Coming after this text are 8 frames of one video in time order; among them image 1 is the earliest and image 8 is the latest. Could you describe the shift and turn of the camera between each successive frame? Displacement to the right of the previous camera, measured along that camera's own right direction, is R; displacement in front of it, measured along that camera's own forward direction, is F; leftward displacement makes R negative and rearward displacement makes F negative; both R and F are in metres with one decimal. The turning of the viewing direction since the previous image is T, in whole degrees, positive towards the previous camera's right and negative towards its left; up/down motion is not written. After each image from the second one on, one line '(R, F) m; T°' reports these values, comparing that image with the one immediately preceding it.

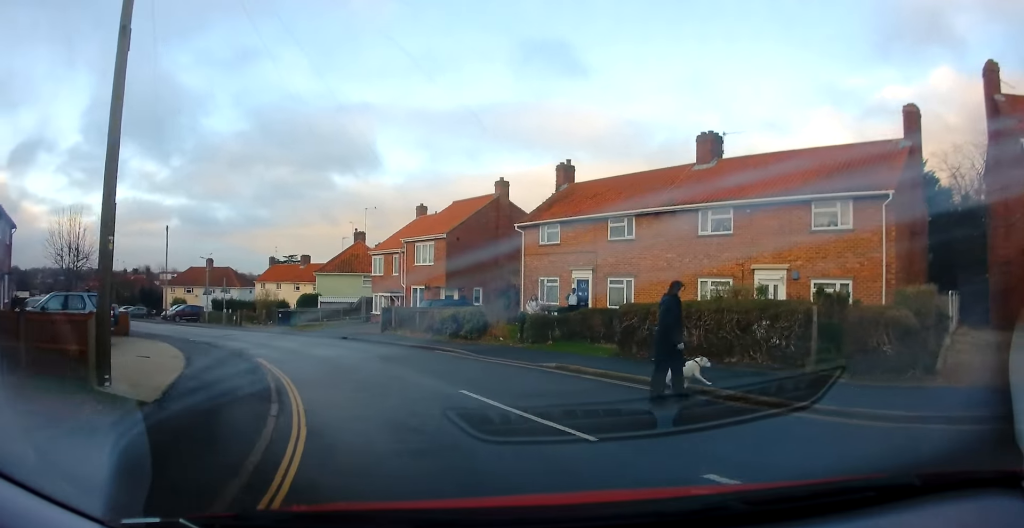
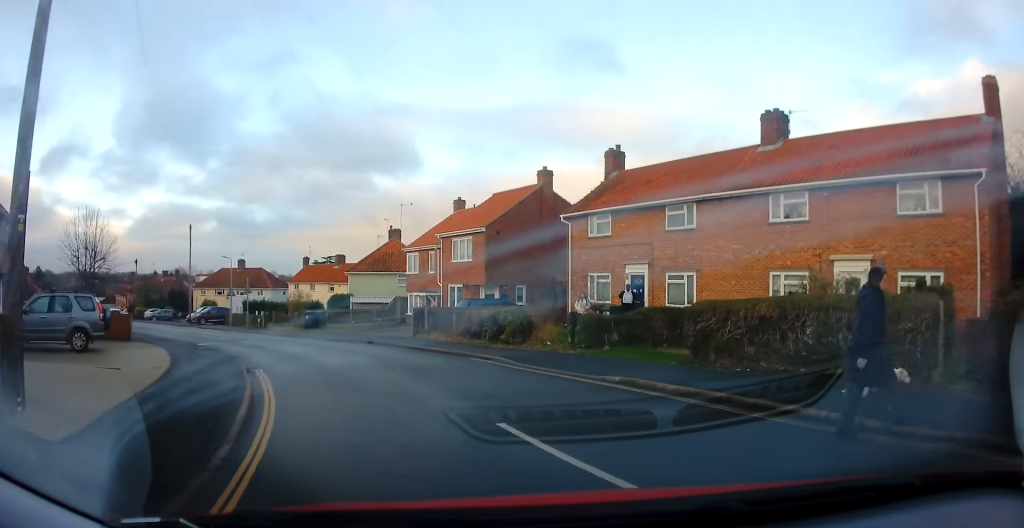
(-0.1, +2.6) m; -4°
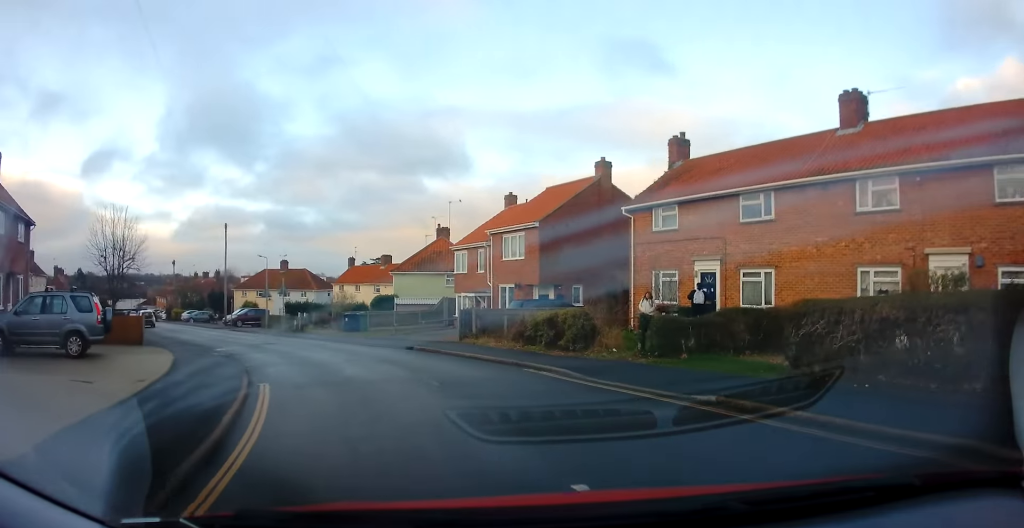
(-0.1, +2.2) m; -4°
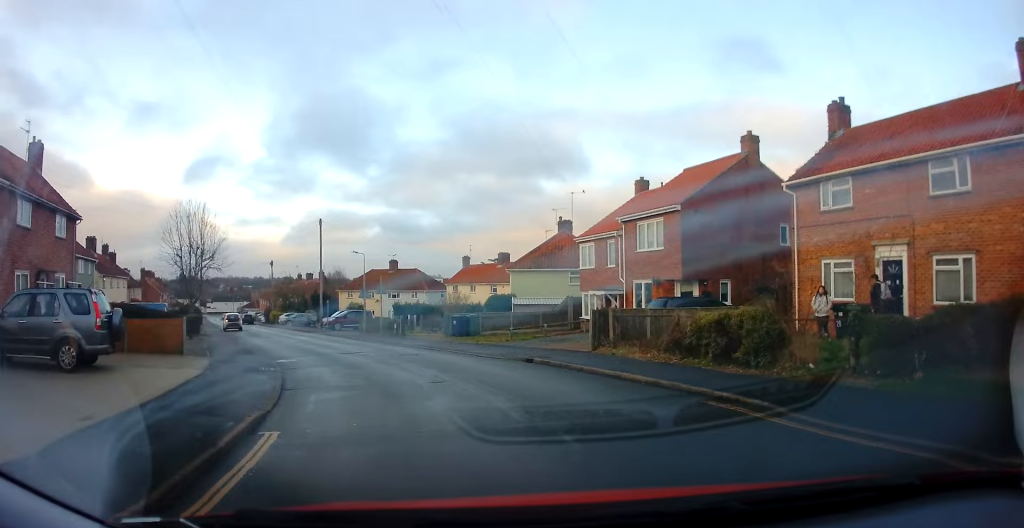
(-0.2, +4.2) m; -10°
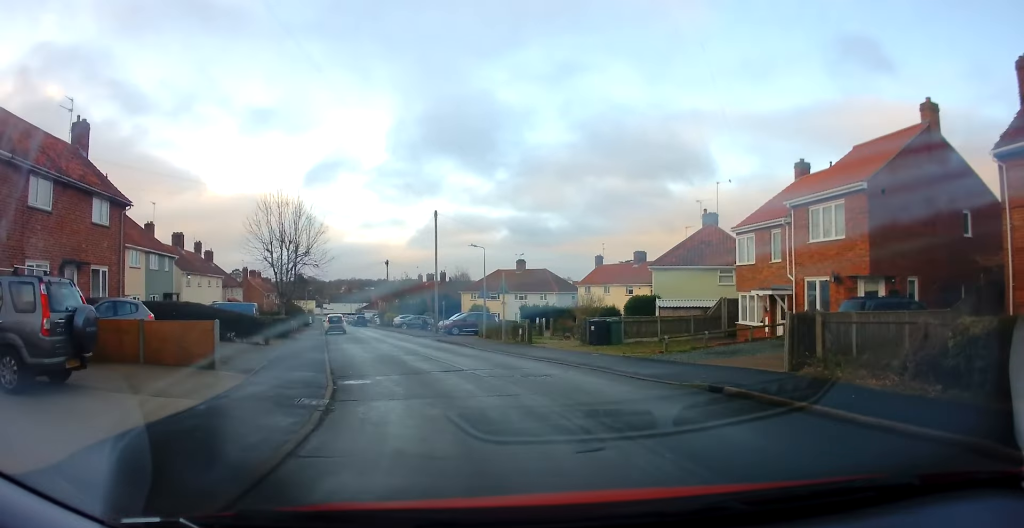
(-0.5, +4.5) m; -13°
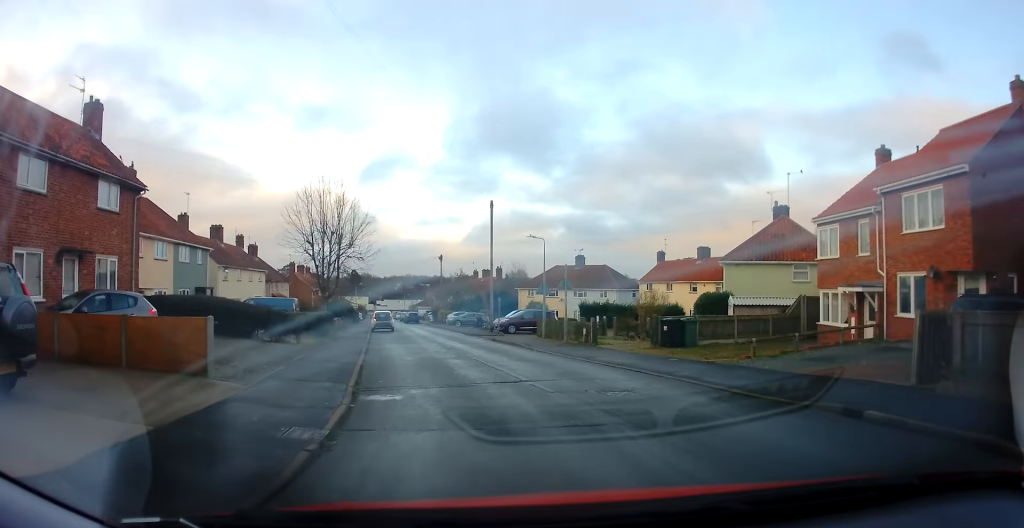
(-0.2, +2.5) m; -6°
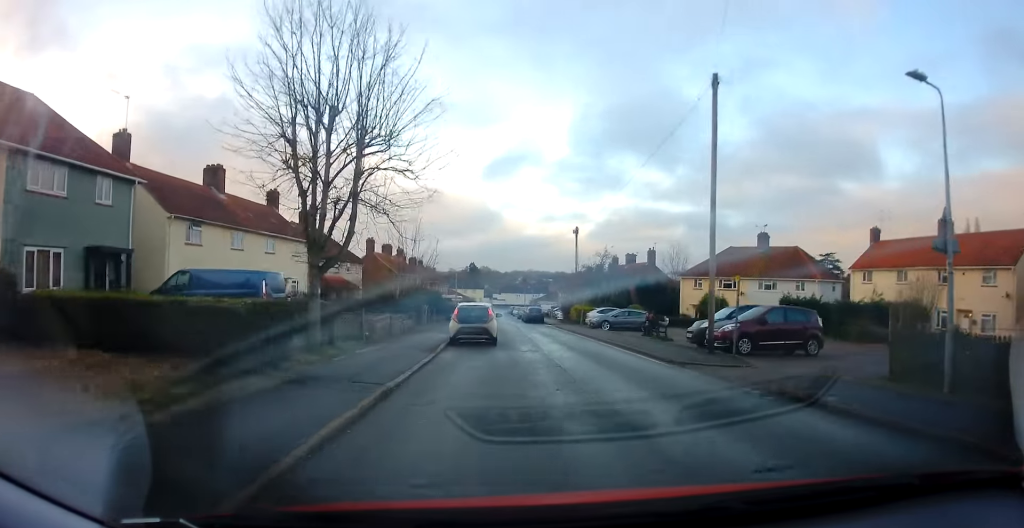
(-4.7, +19.2) m; -14°
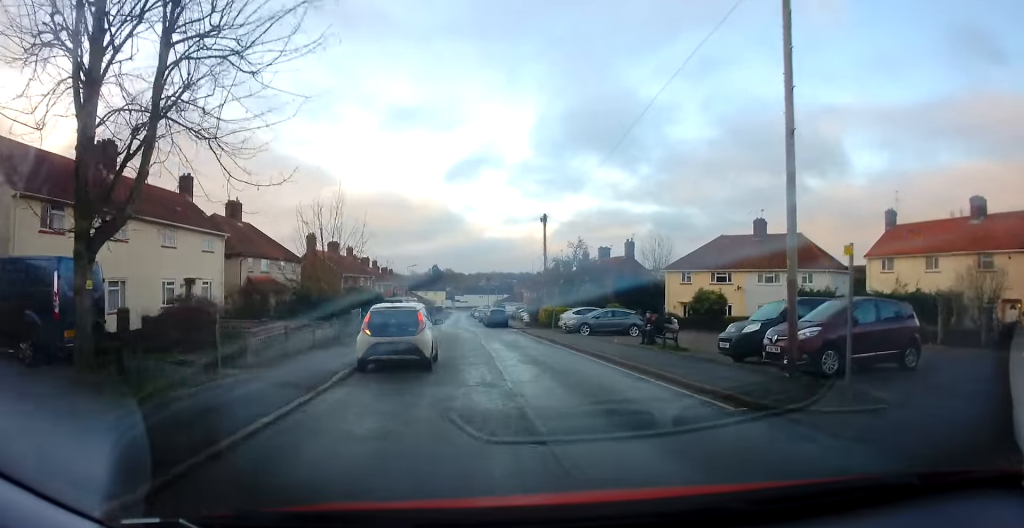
(+0.5, +7.1) m; +3°
